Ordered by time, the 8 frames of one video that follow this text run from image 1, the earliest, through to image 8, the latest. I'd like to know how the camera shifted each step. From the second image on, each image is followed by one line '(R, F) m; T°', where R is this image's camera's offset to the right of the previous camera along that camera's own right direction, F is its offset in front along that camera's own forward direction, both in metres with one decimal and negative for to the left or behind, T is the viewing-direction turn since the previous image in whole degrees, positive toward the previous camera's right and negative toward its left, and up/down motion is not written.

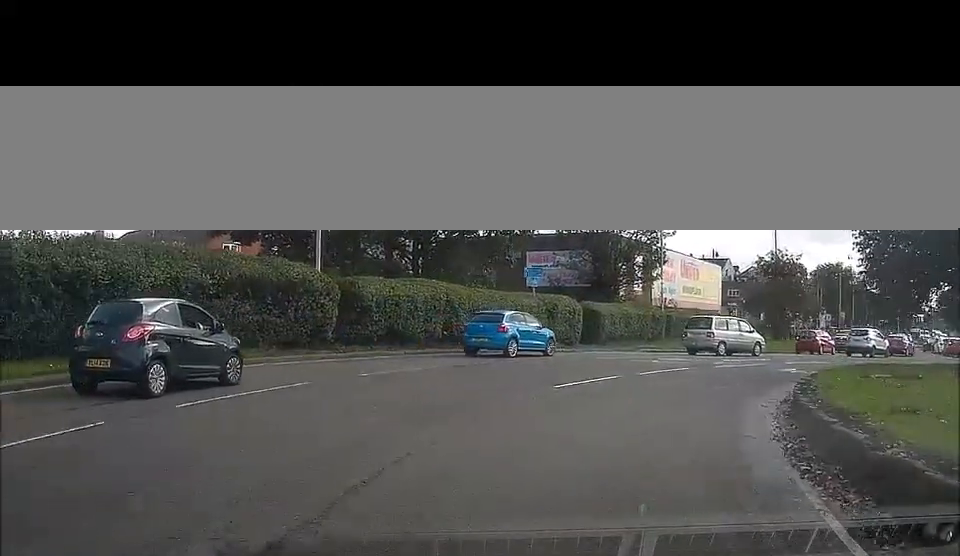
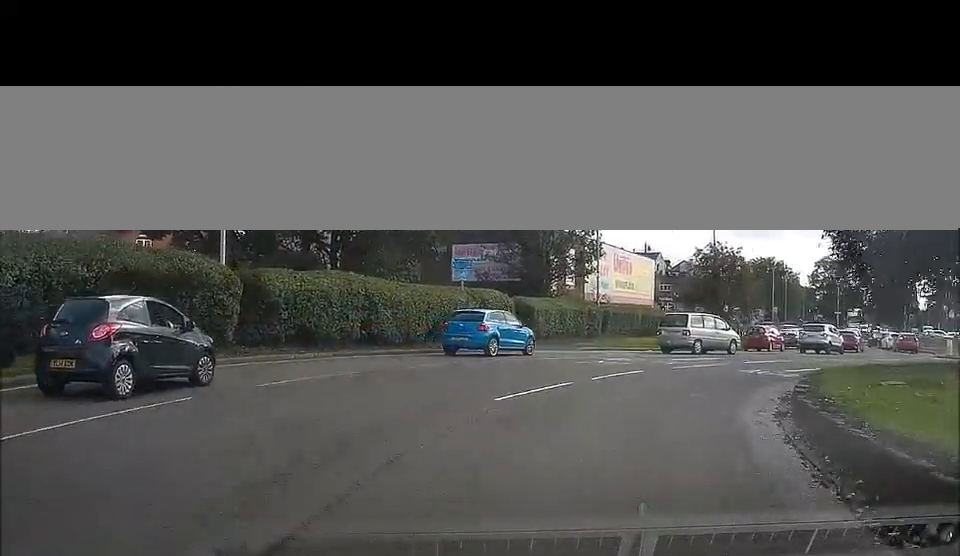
(-0.1, +2.5) m; +6°
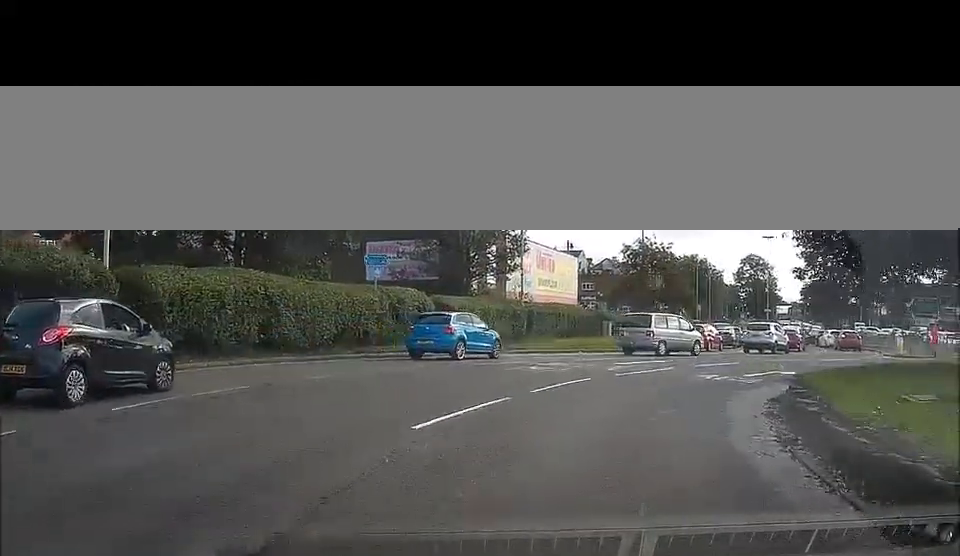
(+0.3, +2.5) m; +7°
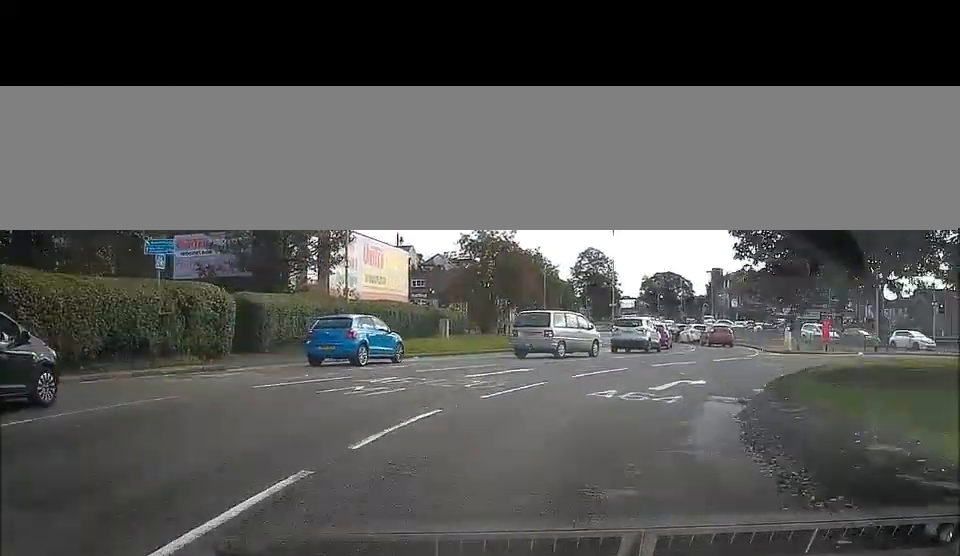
(+0.7, +5.0) m; +13°
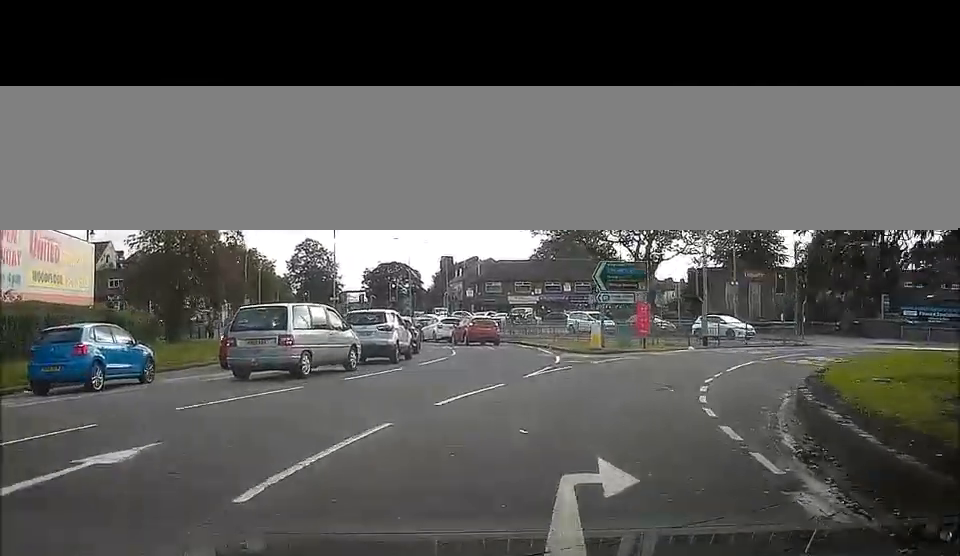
(+2.5, +12.4) m; +21°
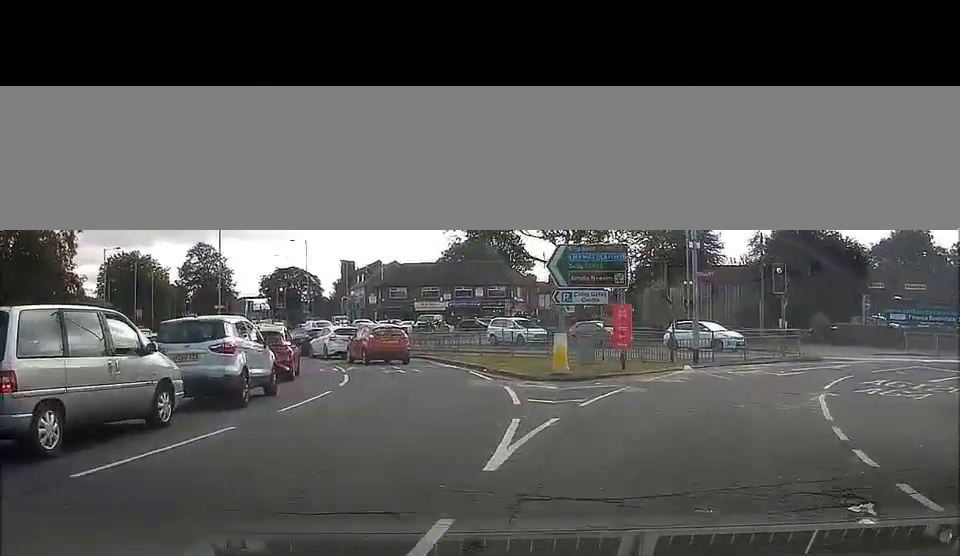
(+1.1, +10.4) m; +9°
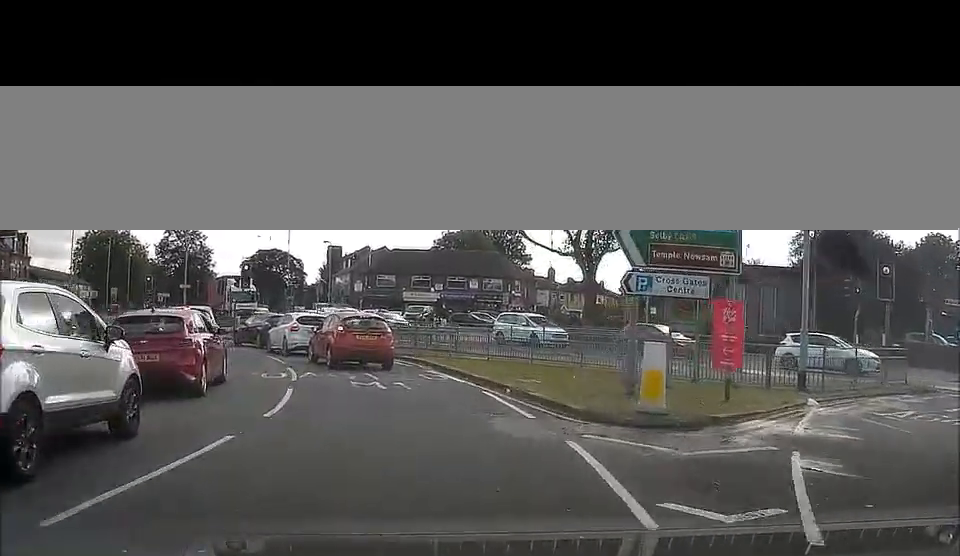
(+0.4, +6.9) m; +4°
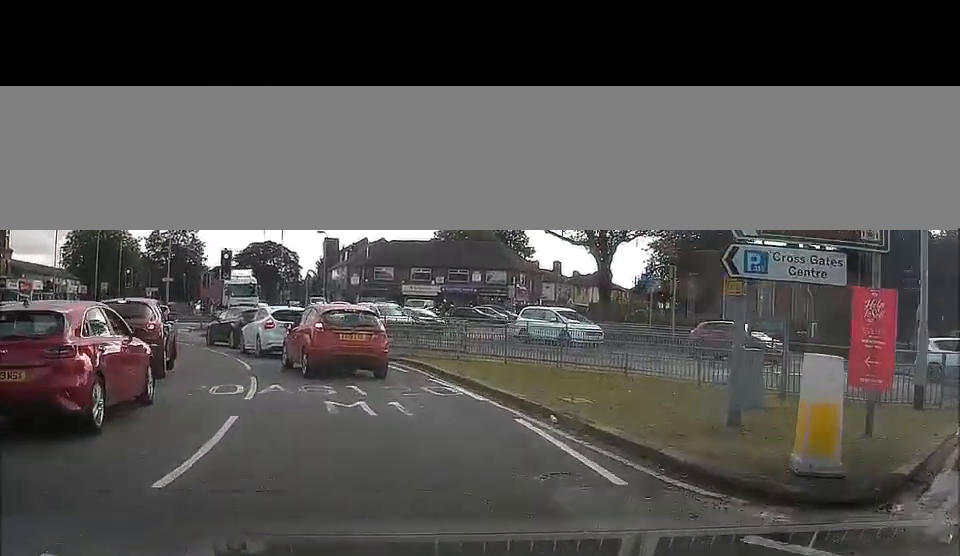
(+0.1, +5.0) m; +1°
